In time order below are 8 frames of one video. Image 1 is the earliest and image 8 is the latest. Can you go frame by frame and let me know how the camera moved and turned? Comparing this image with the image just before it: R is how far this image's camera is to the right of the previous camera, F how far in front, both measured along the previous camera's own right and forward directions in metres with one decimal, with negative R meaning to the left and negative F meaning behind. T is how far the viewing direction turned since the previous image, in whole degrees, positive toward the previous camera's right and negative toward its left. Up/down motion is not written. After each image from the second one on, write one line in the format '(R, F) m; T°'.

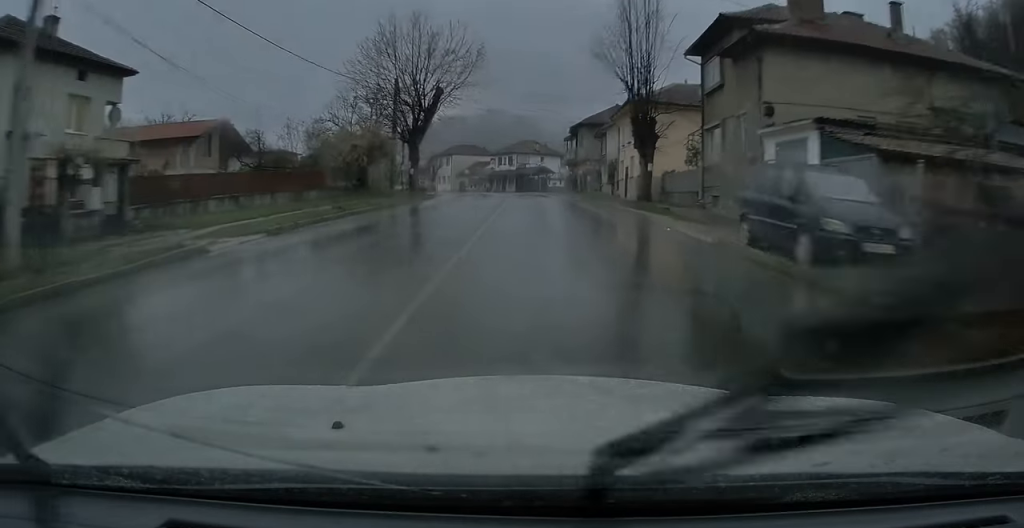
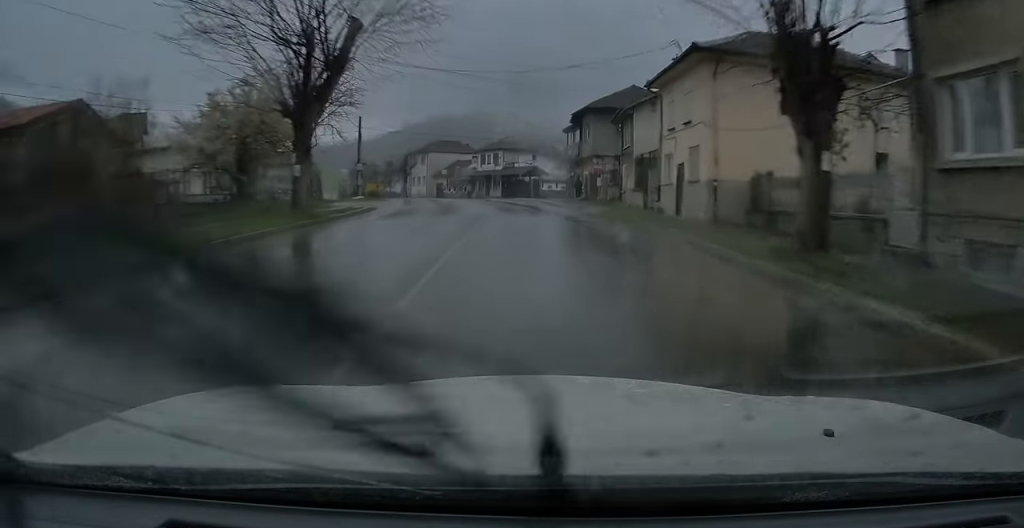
(+0.1, +16.7) m; 0°
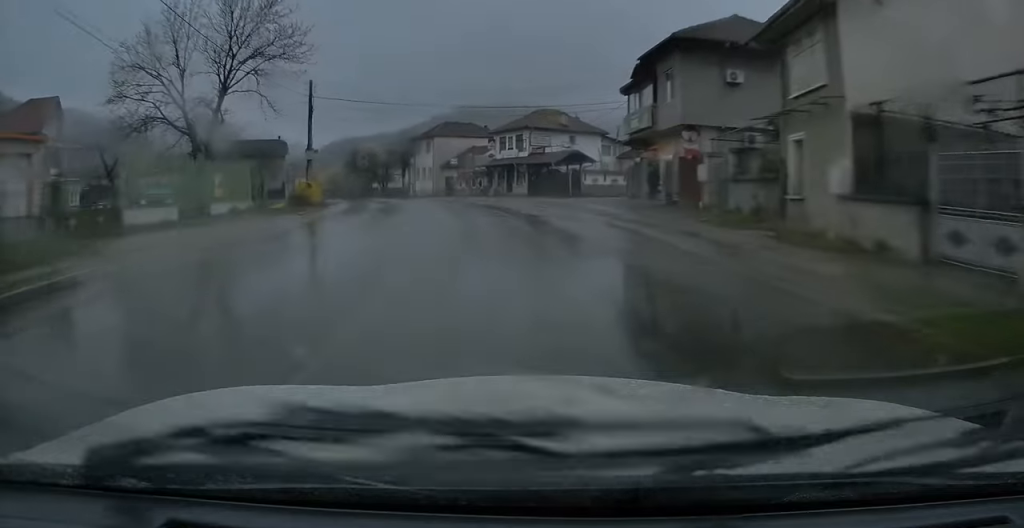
(-0.4, +21.6) m; -5°
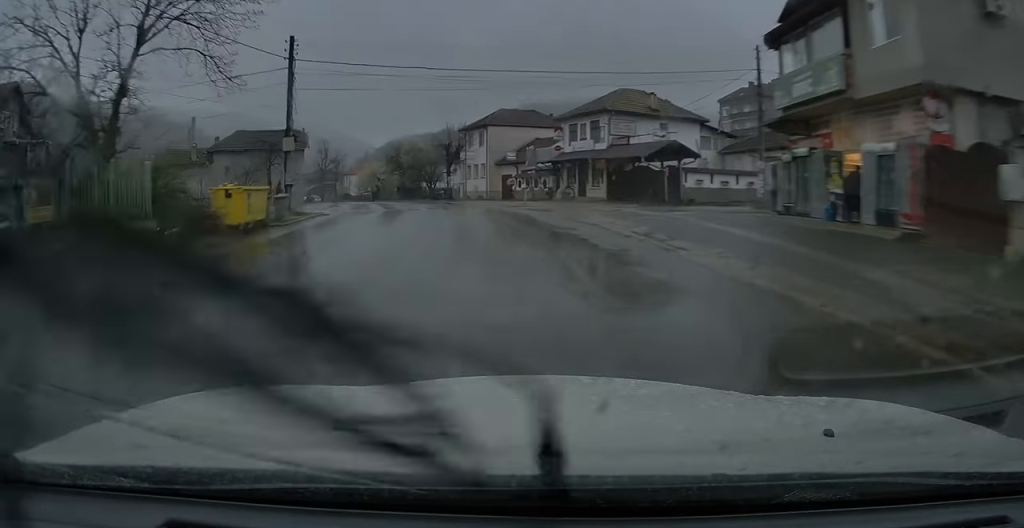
(-0.8, +14.0) m; -6°
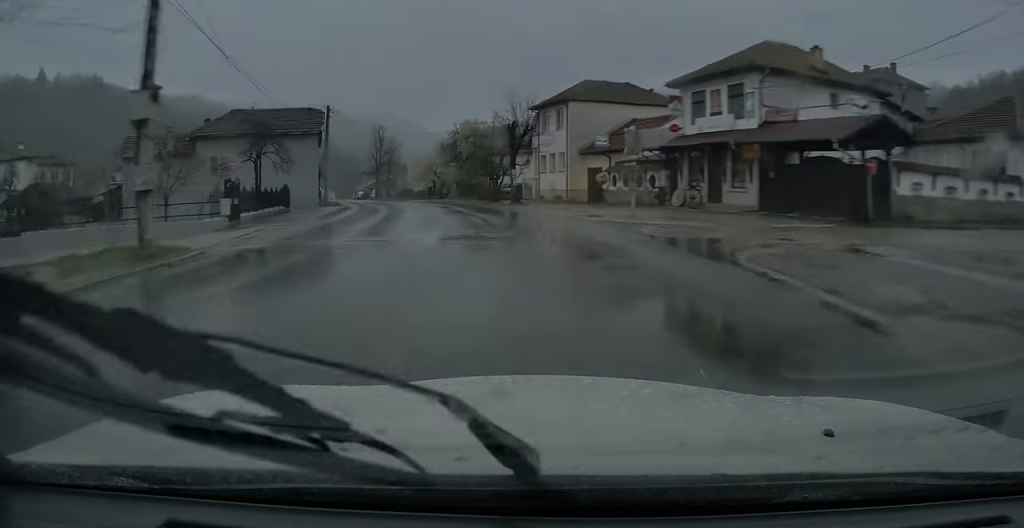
(-0.8, +16.3) m; -6°
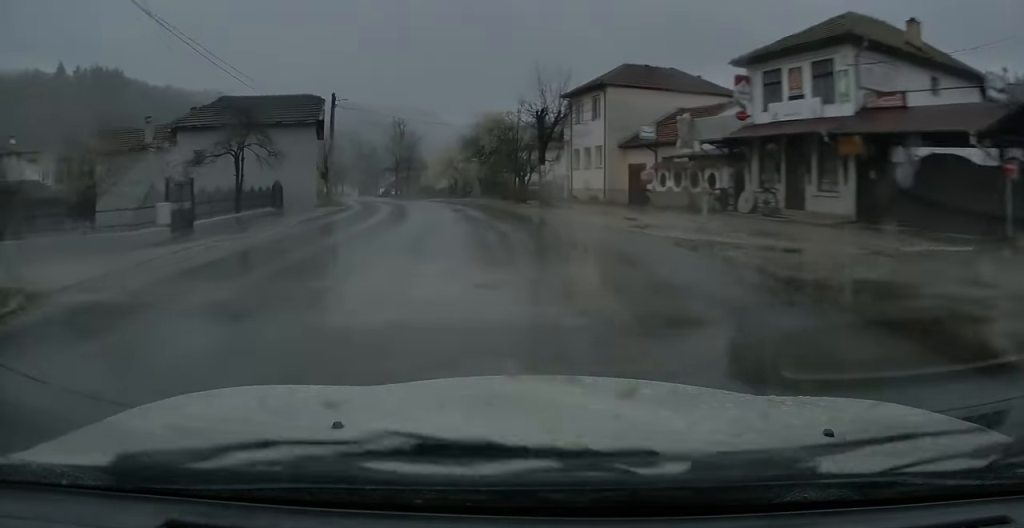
(+0.1, +6.2) m; -3°
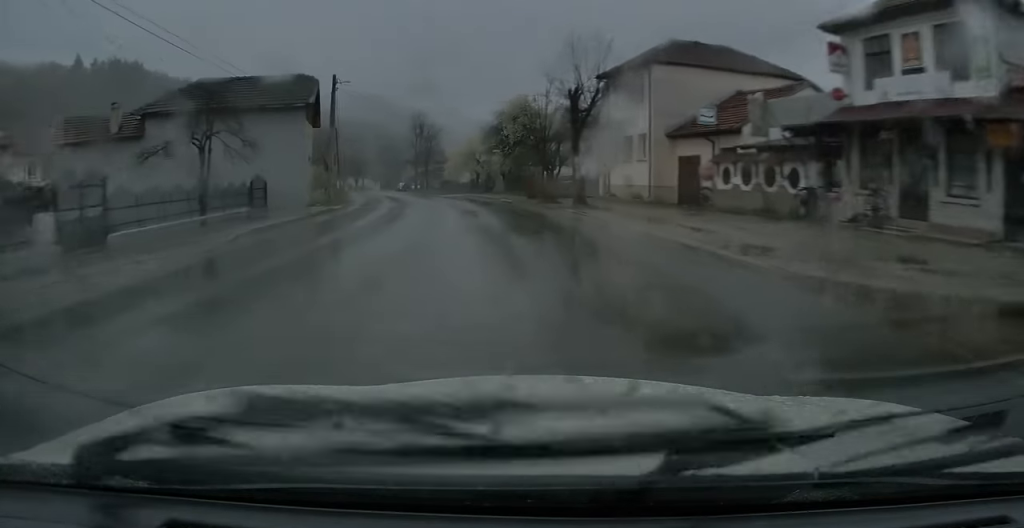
(-0.3, +6.4) m; -3°
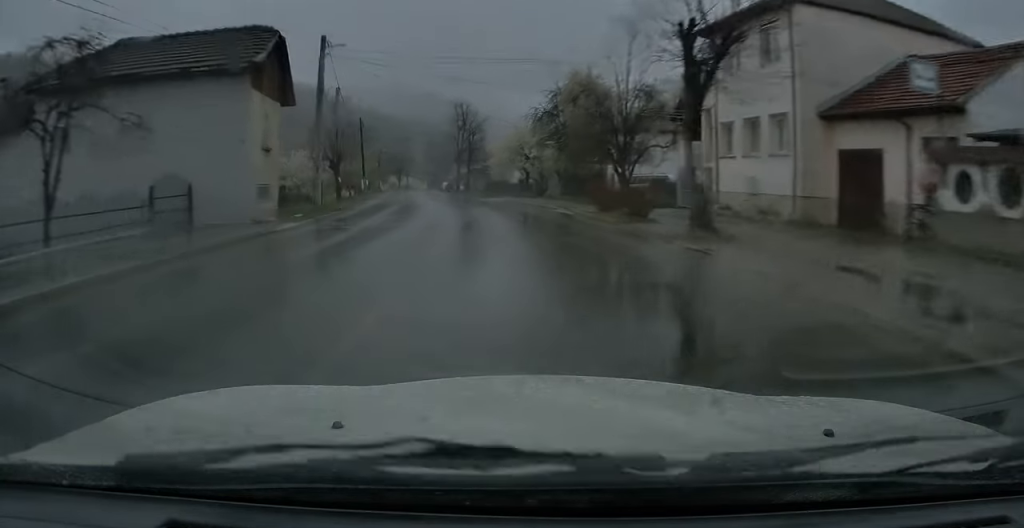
(-0.6, +12.6) m; -5°
